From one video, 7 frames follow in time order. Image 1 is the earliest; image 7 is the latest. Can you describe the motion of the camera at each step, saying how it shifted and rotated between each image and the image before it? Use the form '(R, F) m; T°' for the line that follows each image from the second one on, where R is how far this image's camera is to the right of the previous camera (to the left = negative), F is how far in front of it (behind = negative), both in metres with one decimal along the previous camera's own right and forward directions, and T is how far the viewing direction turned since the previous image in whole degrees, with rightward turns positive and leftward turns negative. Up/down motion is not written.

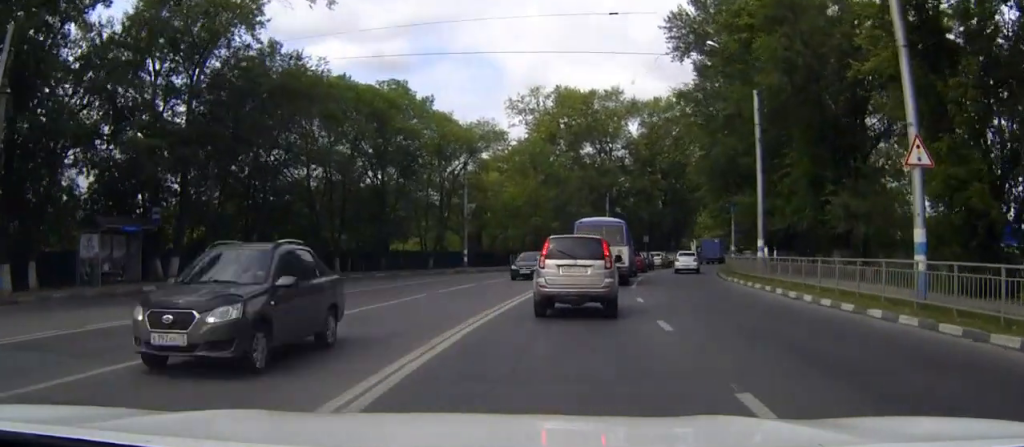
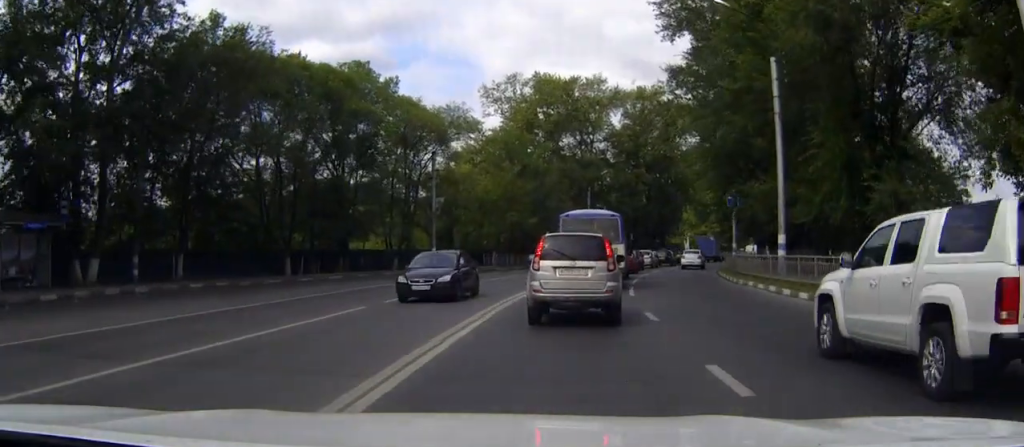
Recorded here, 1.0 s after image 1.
(+0.1, +6.6) m; +2°
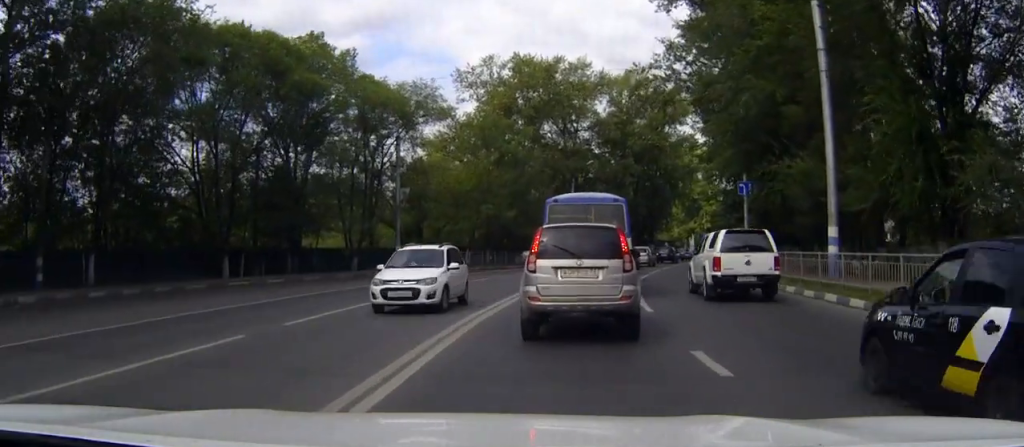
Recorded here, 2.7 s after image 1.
(+0.1, +7.5) m; +2°
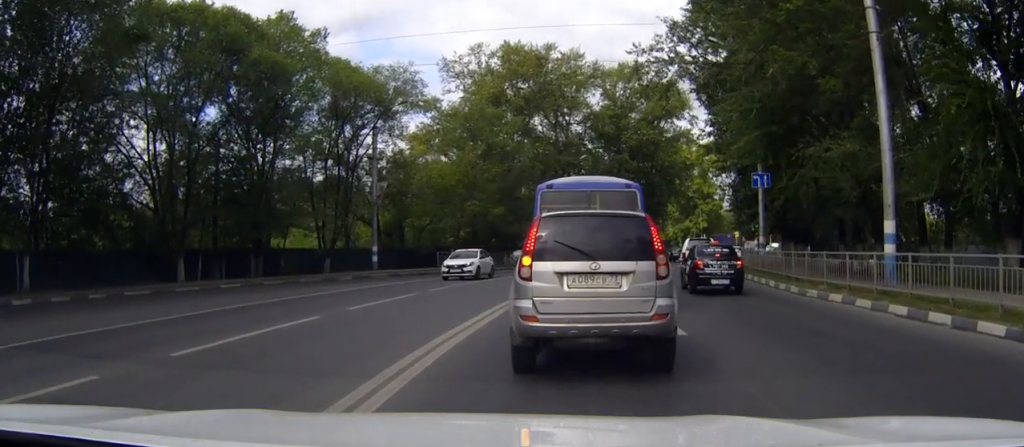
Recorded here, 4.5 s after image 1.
(+0.2, +4.6) m; +3°
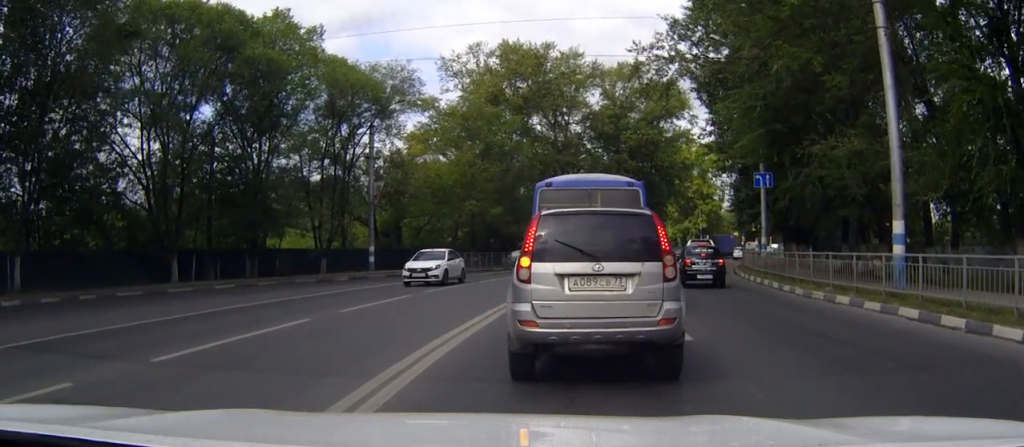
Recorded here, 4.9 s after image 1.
(0.0, +0.5) m; 0°
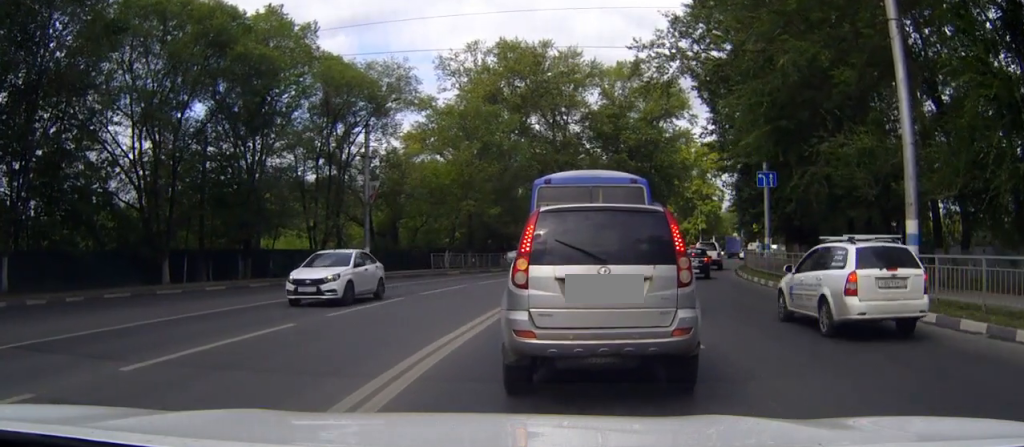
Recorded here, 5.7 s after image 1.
(-0.1, +0.8) m; 0°
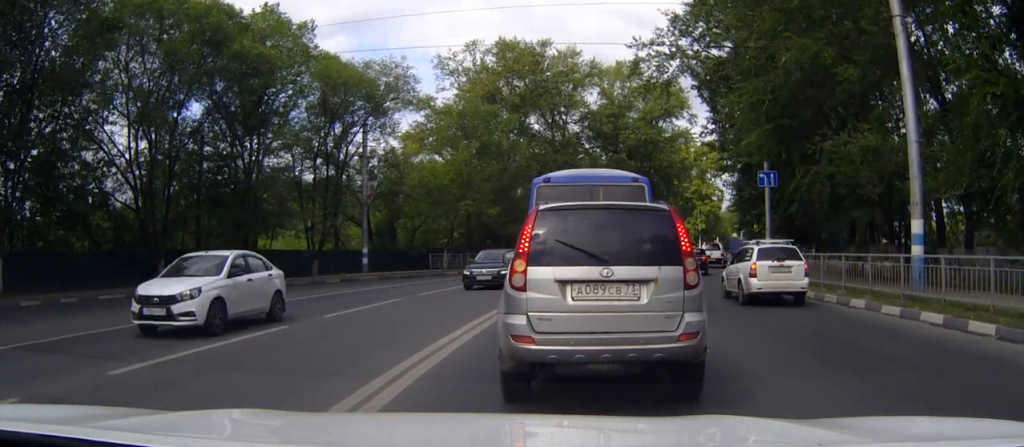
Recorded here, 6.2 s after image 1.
(0.0, +0.4) m; 0°
